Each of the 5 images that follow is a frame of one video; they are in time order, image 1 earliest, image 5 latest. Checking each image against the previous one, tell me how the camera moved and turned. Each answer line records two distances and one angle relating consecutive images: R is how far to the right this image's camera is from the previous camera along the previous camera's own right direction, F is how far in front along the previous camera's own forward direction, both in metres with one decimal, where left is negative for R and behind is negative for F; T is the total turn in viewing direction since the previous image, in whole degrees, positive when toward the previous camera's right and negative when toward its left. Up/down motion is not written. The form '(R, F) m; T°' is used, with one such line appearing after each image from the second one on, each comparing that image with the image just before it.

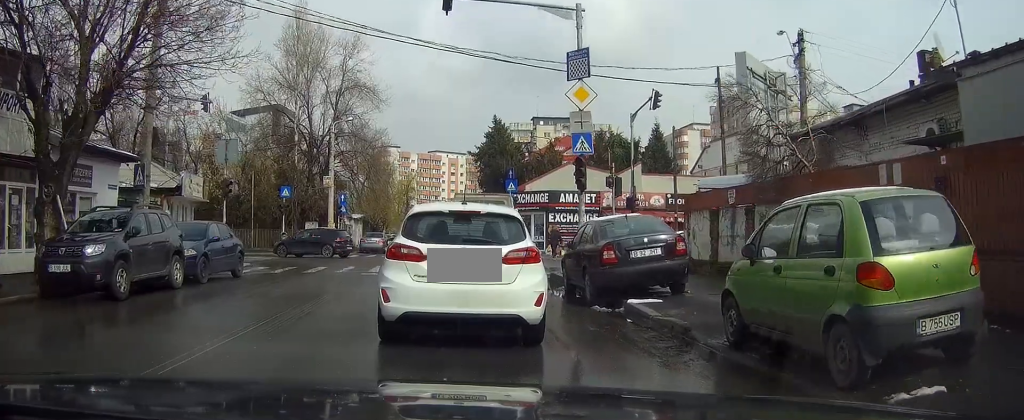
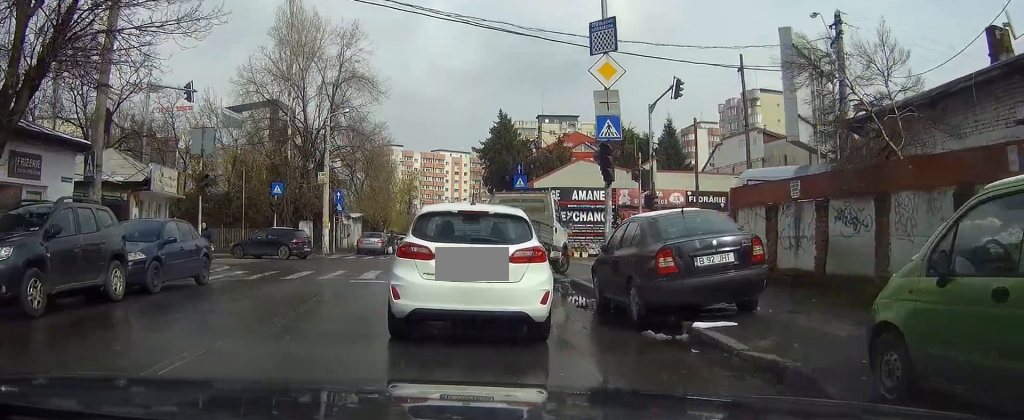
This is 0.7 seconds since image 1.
(+0.1, +3.0) m; -2°
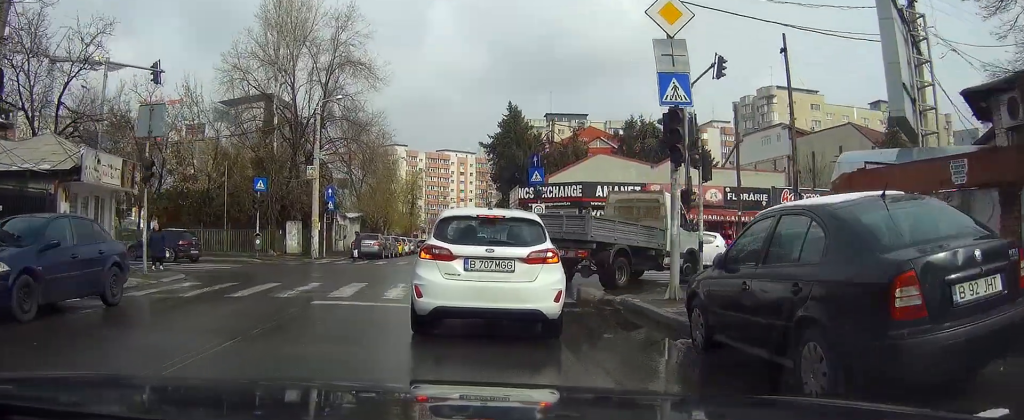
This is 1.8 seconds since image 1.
(-0.5, +4.9) m; -7°
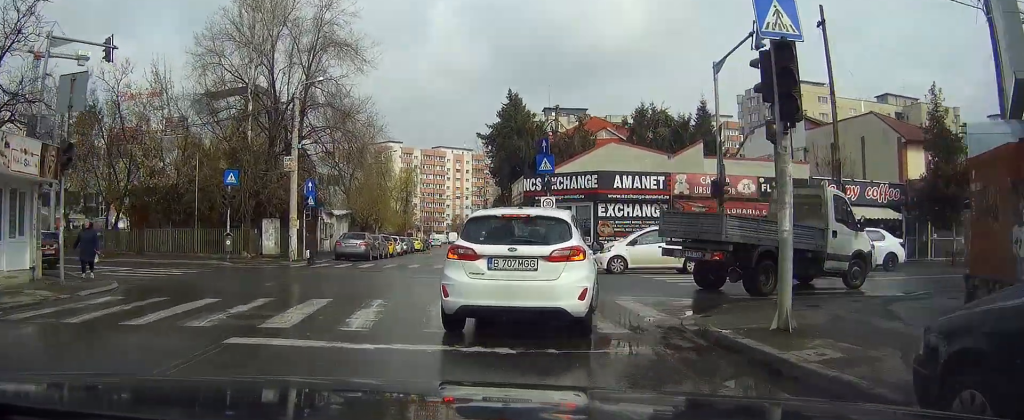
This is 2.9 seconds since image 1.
(-0.1, +4.5) m; +1°
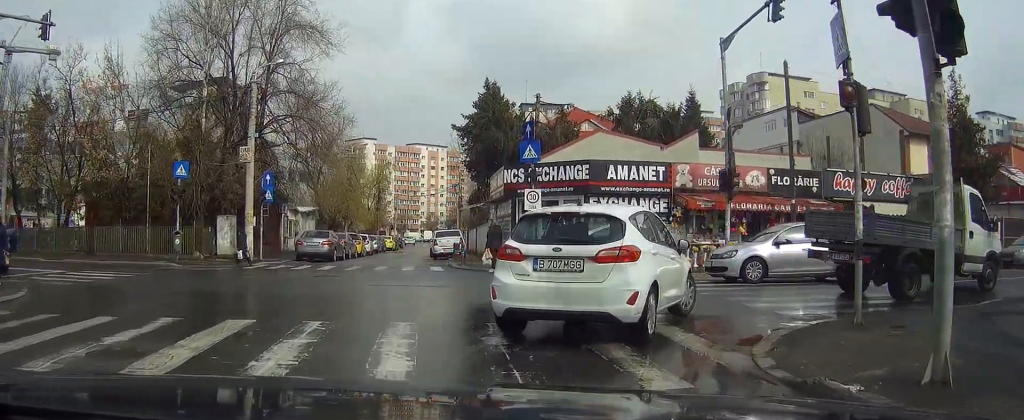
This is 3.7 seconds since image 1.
(+0.1, +3.5) m; +4°
